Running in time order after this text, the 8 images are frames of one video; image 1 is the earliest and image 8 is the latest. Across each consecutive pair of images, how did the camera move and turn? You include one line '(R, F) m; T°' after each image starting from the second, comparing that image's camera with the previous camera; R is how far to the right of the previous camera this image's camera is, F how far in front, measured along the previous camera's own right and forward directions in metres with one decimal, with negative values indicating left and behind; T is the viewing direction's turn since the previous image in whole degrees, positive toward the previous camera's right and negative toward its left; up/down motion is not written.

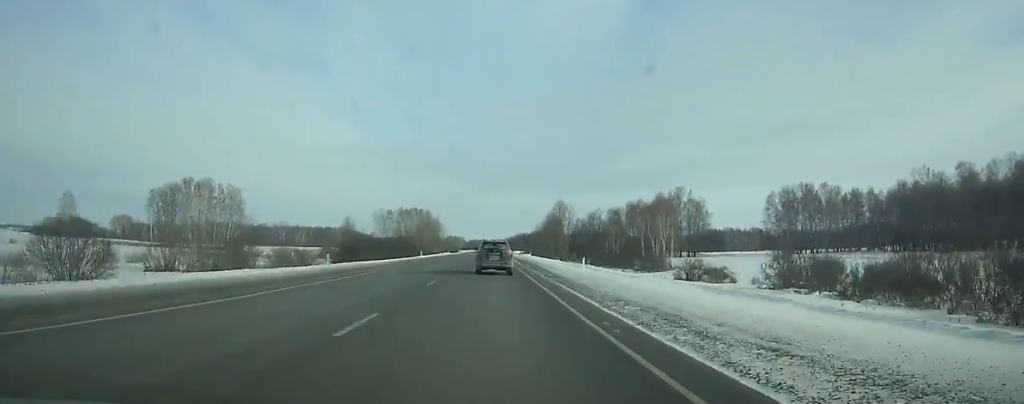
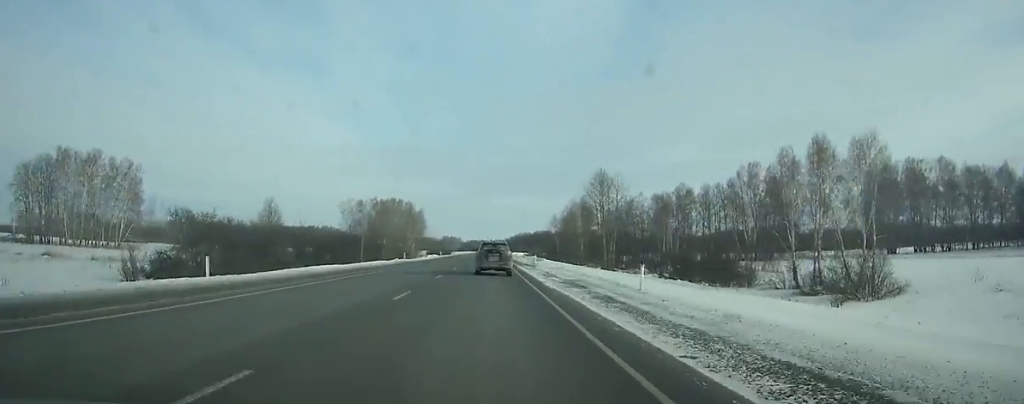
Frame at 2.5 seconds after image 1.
(0.0, +64.2) m; 0°
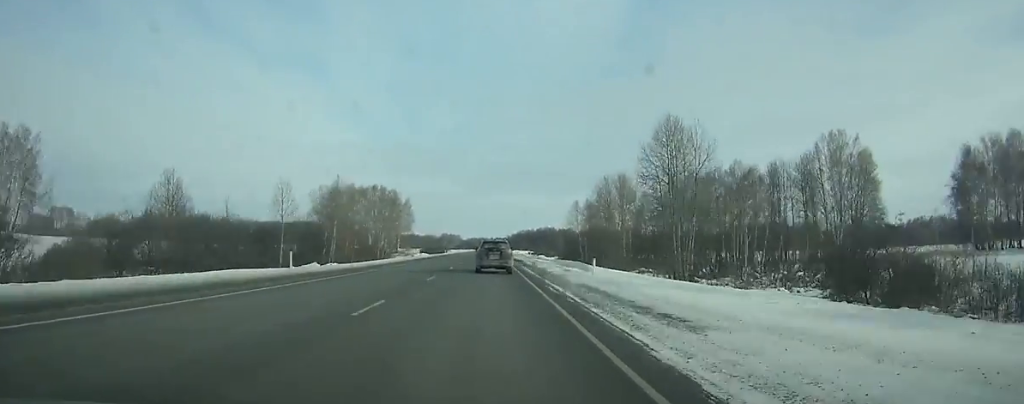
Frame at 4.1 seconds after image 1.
(0.0, +40.6) m; 0°
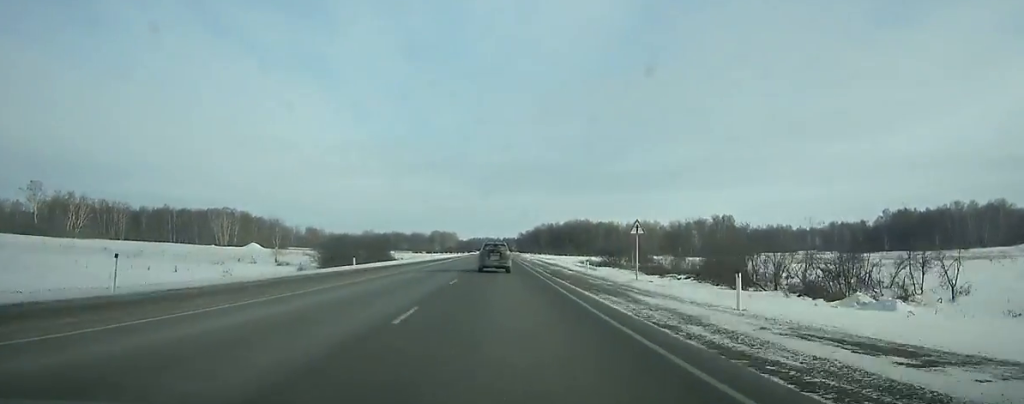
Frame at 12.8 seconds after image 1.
(-0.8, +216.3) m; 0°
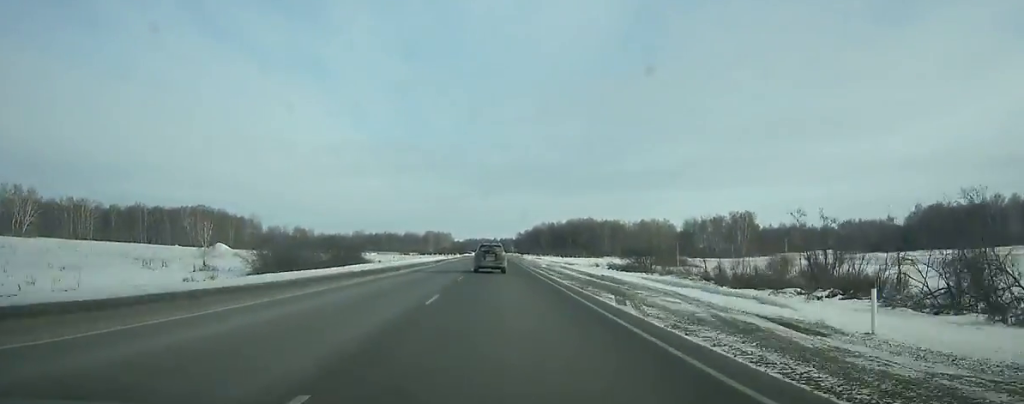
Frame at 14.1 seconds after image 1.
(+0.1, +31.9) m; 0°
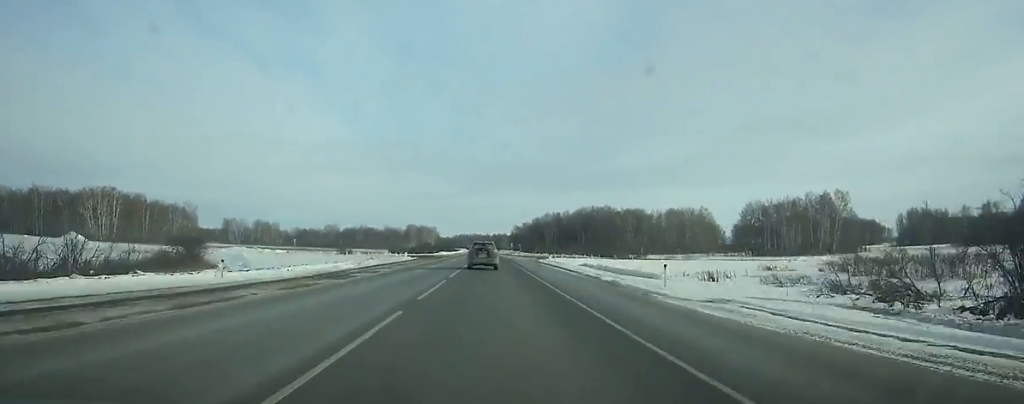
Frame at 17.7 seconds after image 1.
(+0.2, +88.0) m; 0°
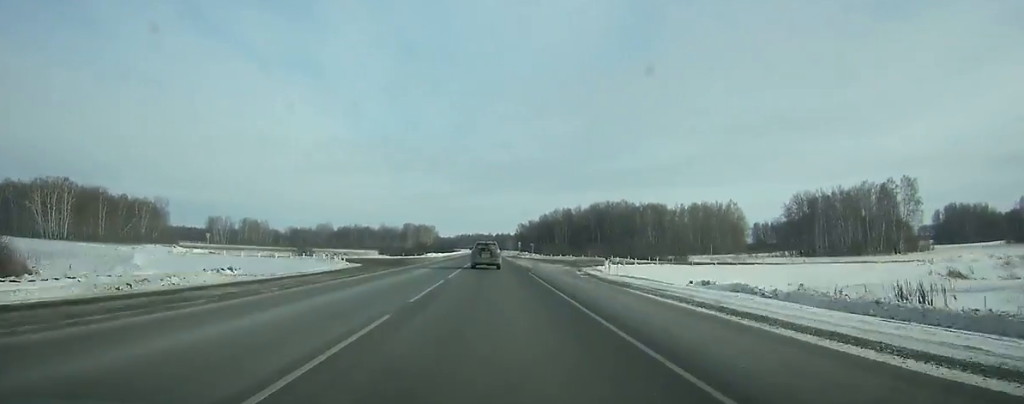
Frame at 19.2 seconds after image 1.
(0.0, +36.4) m; 0°
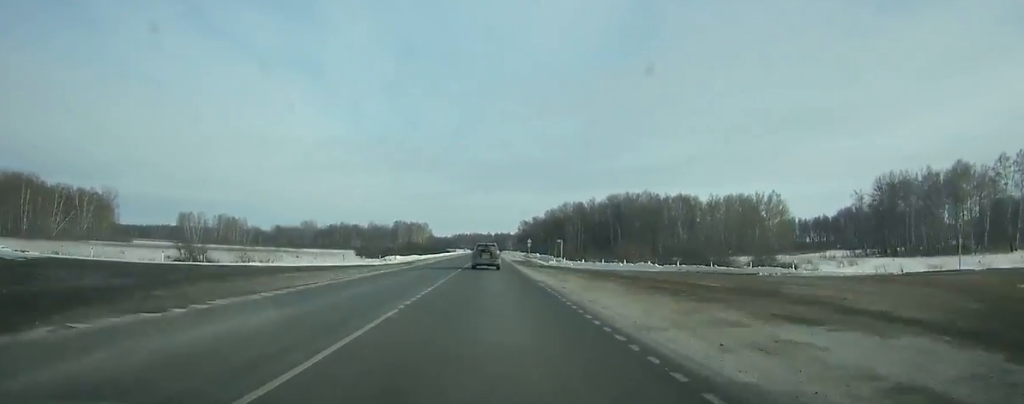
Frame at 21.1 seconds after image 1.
(0.0, +46.2) m; 0°
